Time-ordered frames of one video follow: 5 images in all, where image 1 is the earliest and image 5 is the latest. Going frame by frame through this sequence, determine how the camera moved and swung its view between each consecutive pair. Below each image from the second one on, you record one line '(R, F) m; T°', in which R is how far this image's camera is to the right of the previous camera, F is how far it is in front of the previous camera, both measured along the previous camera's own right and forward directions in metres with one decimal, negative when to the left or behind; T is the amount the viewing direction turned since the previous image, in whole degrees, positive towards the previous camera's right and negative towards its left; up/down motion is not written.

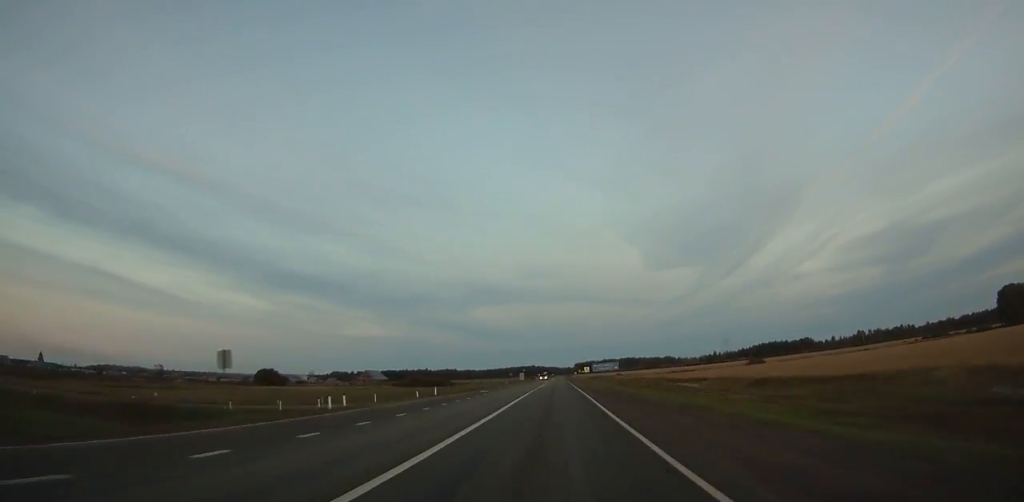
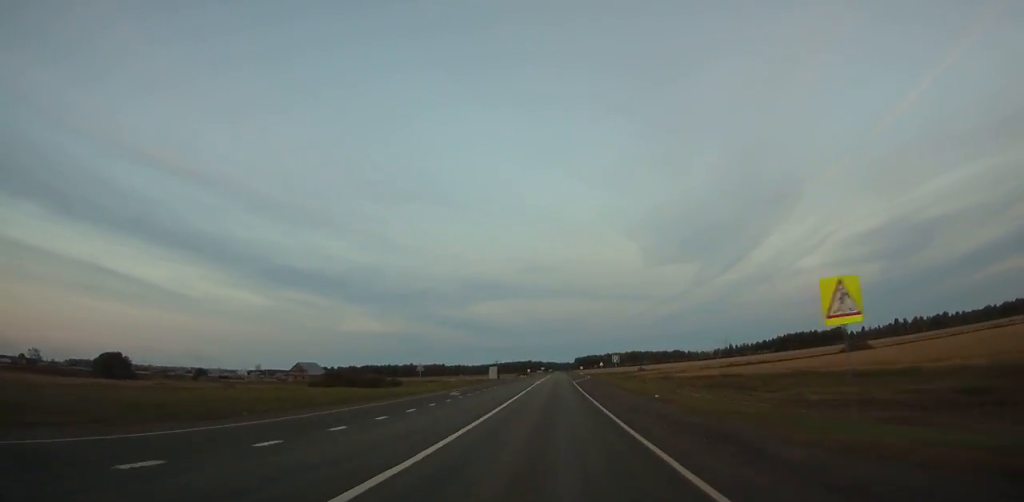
(-0.2, +105.1) m; 0°
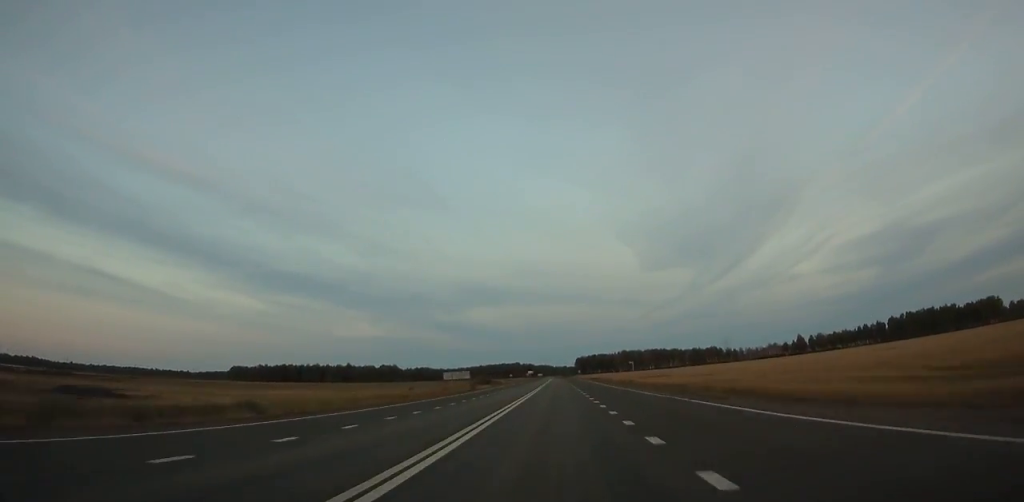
(+2.8, +283.5) m; +1°
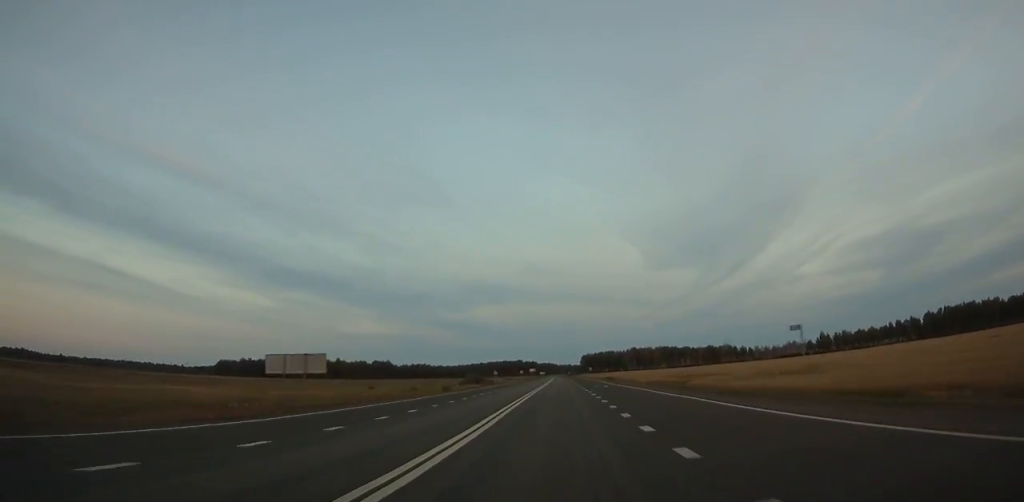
(+0.1, +48.6) m; 0°
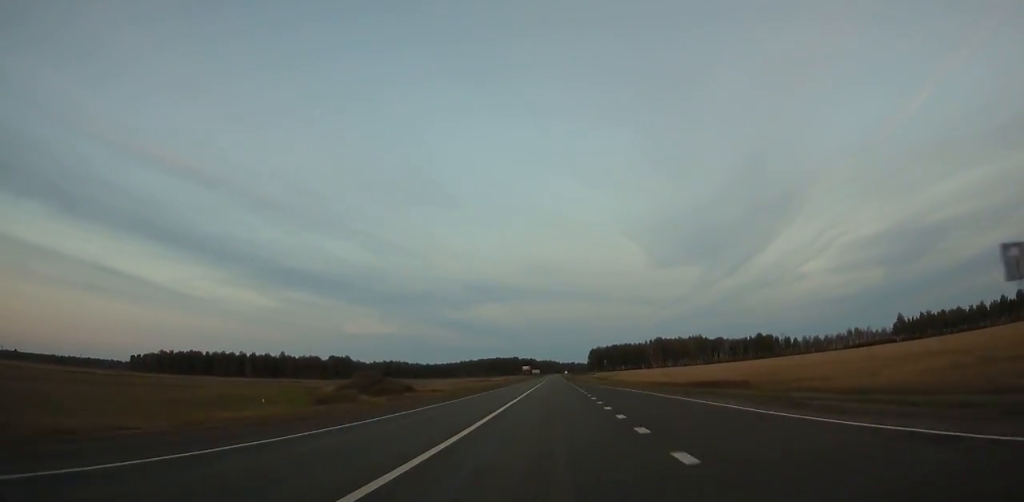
(-1.1, +146.6) m; -1°
